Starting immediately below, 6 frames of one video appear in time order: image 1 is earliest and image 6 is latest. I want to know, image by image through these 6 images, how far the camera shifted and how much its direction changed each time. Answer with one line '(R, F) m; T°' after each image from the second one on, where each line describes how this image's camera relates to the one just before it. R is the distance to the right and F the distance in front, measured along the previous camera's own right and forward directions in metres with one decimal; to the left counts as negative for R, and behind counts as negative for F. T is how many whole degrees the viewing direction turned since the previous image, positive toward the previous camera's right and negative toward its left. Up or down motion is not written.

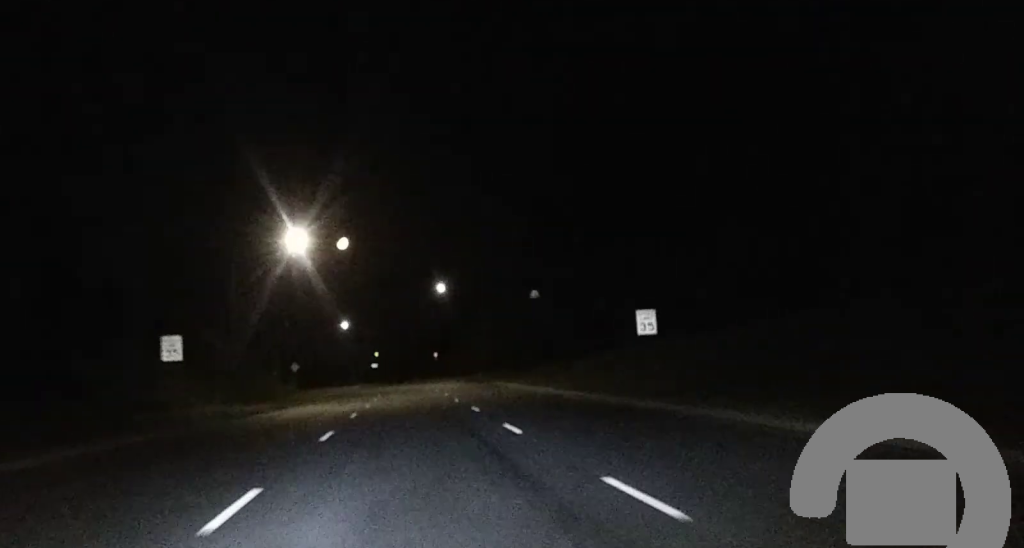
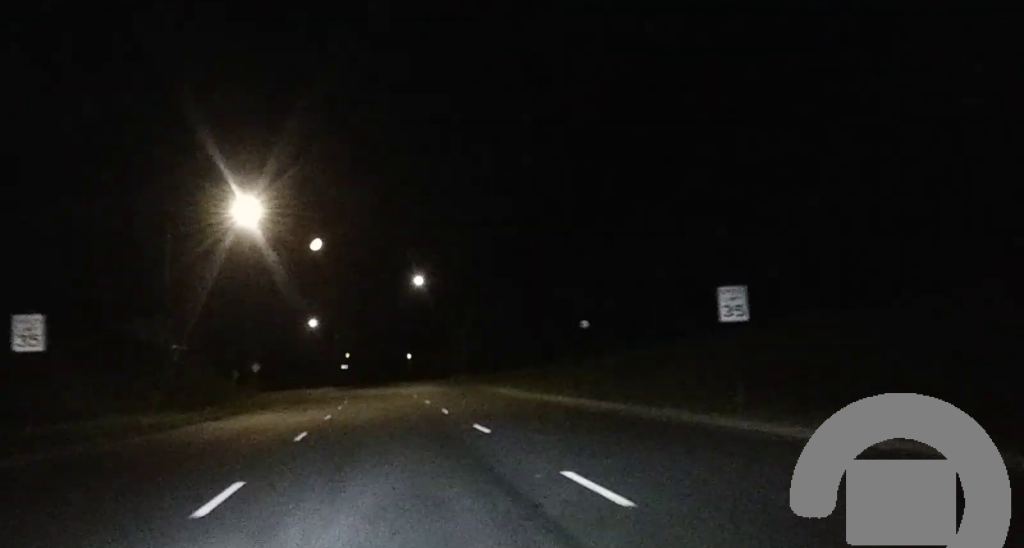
(+0.3, +10.7) m; +1°
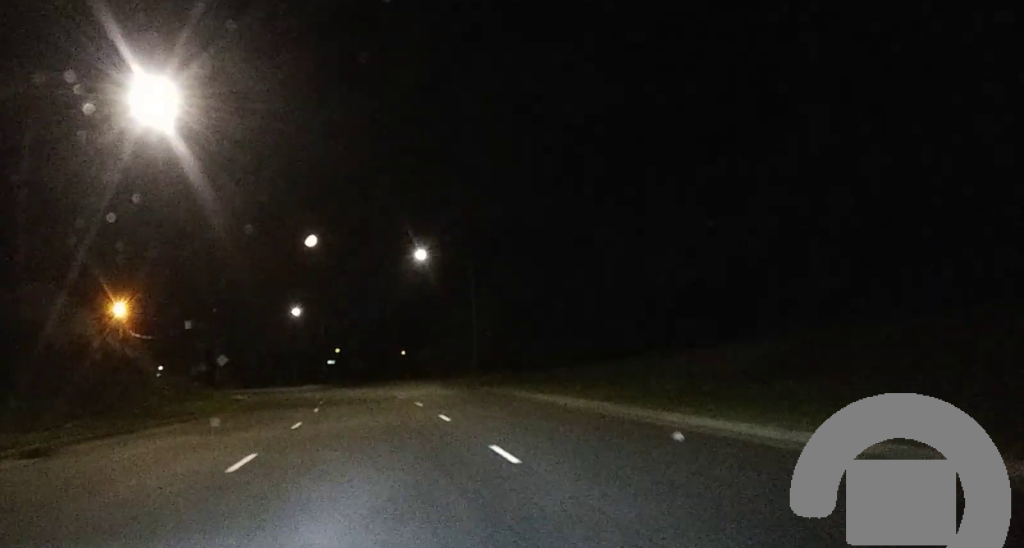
(+0.2, +18.1) m; +1°
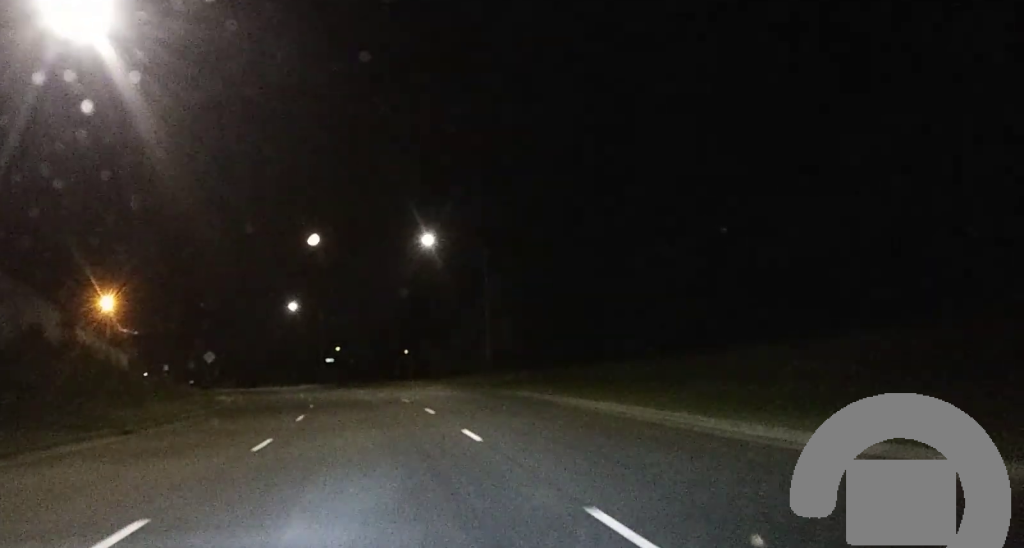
(+0.2, +8.4) m; 0°
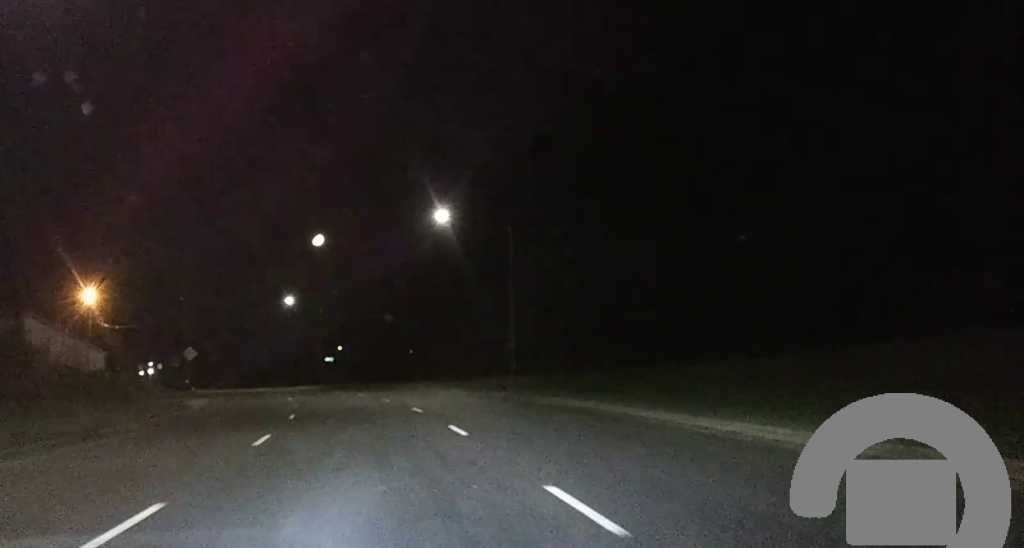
(-0.1, +11.0) m; -1°
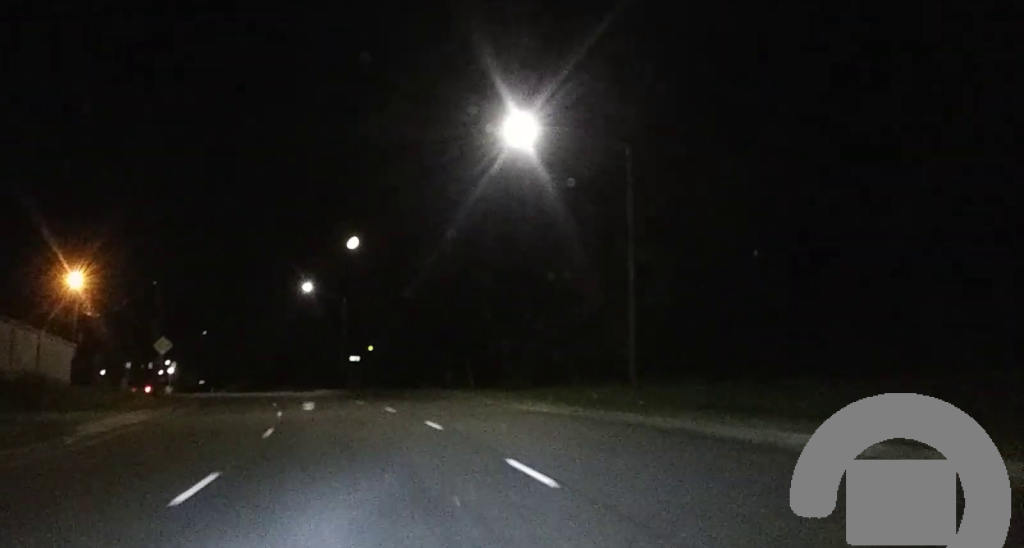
(-0.3, +20.1) m; -2°
